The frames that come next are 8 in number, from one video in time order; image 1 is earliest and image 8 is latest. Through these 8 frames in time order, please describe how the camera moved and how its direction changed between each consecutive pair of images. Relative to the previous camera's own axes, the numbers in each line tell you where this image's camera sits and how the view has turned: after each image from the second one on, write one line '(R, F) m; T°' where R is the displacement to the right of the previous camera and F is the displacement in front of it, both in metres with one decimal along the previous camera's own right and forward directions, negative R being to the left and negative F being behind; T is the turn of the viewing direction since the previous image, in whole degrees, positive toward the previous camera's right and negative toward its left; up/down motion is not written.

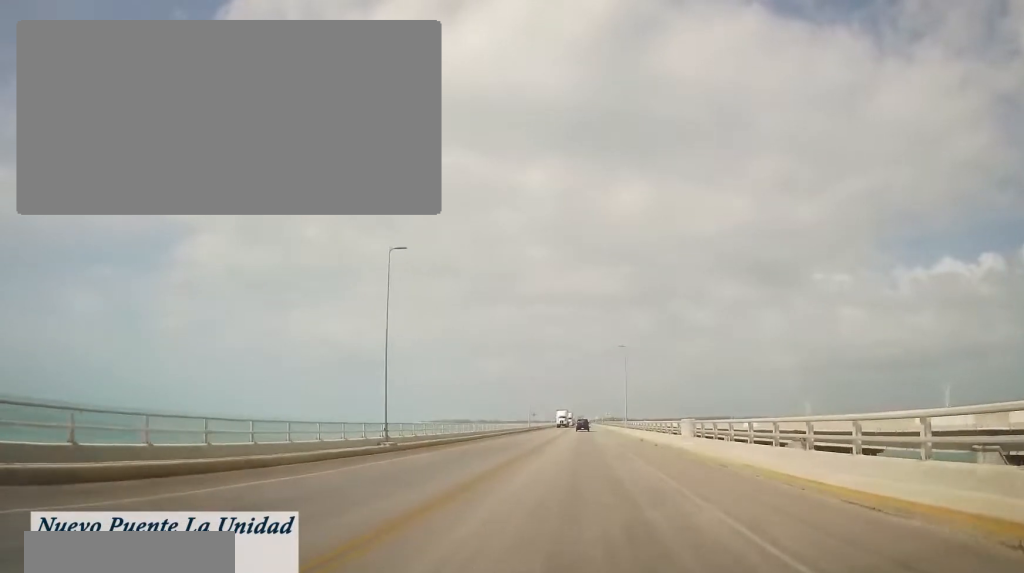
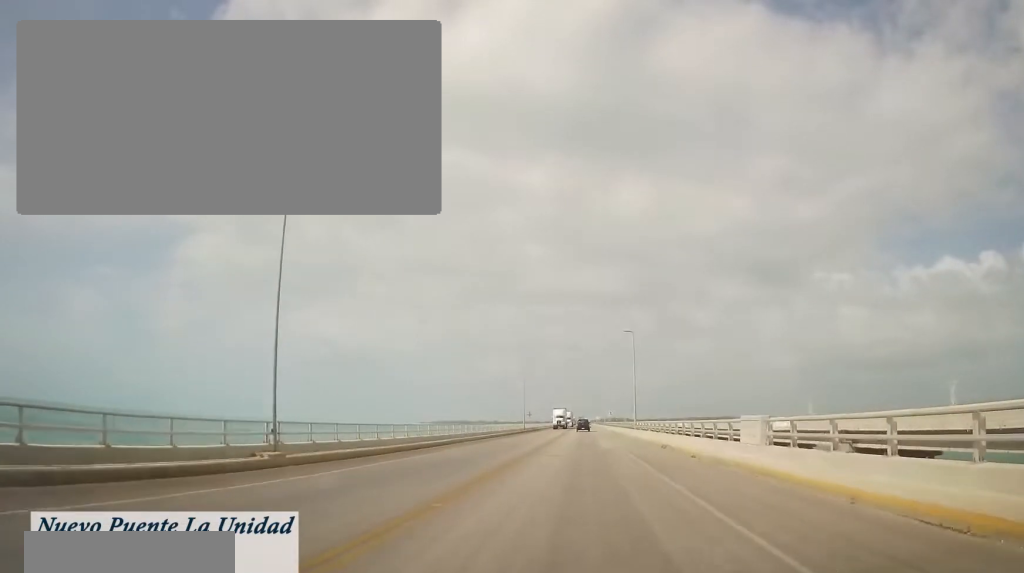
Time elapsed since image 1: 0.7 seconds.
(-0.4, +11.2) m; -2°
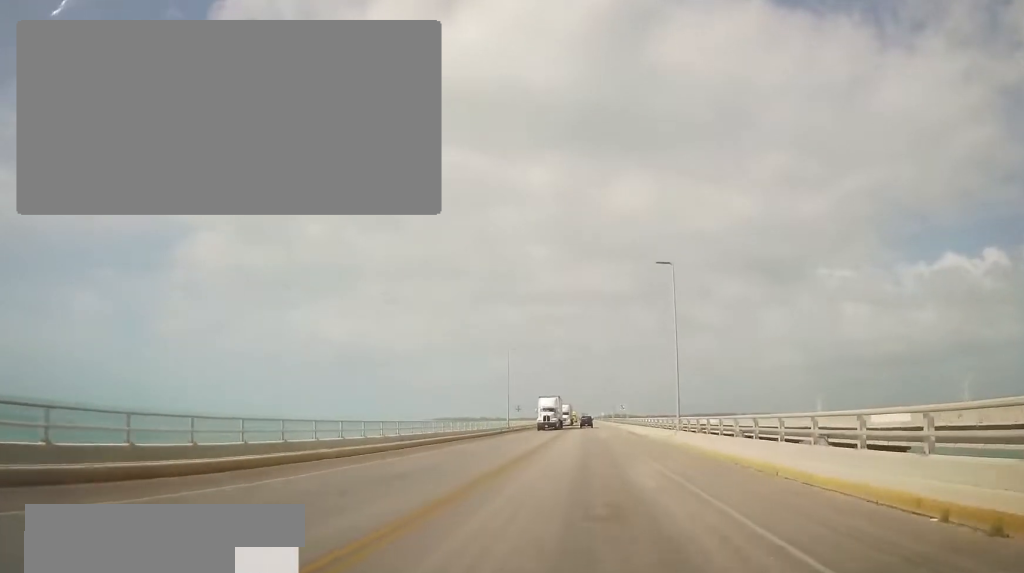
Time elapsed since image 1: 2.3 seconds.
(0.0, +24.4) m; -1°
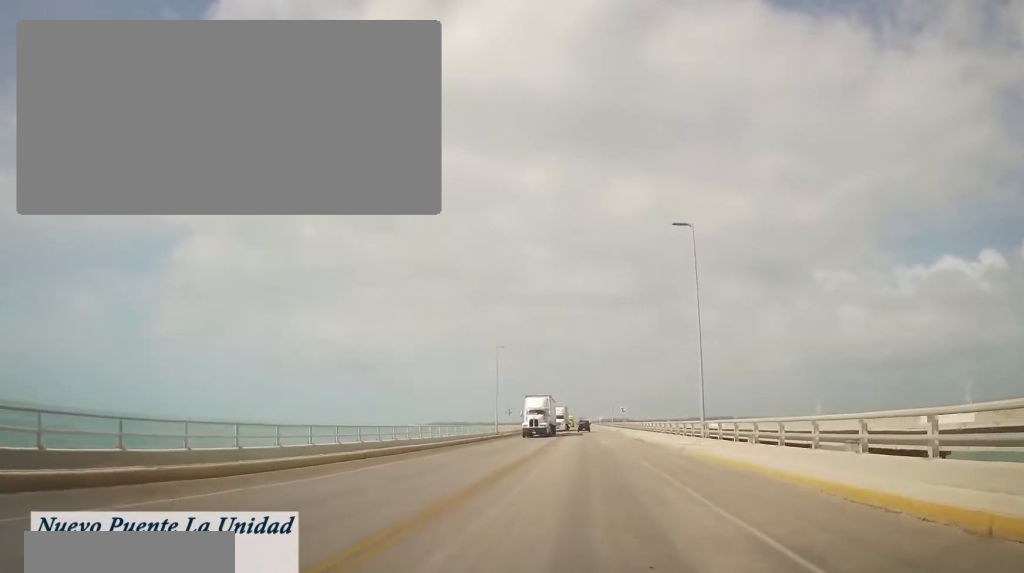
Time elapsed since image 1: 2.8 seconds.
(+0.1, +7.5) m; -1°
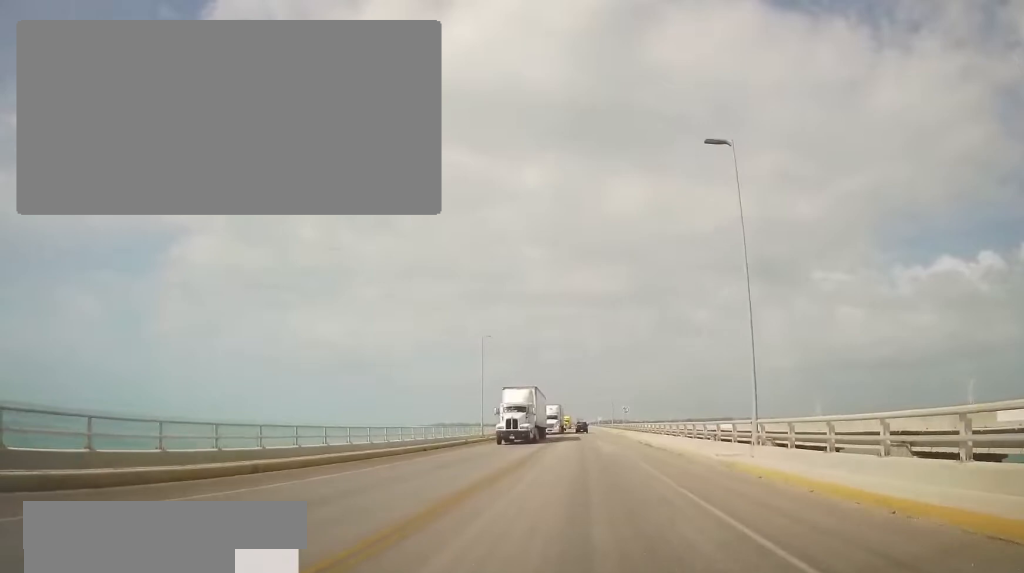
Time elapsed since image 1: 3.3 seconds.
(-0.2, +8.3) m; +1°
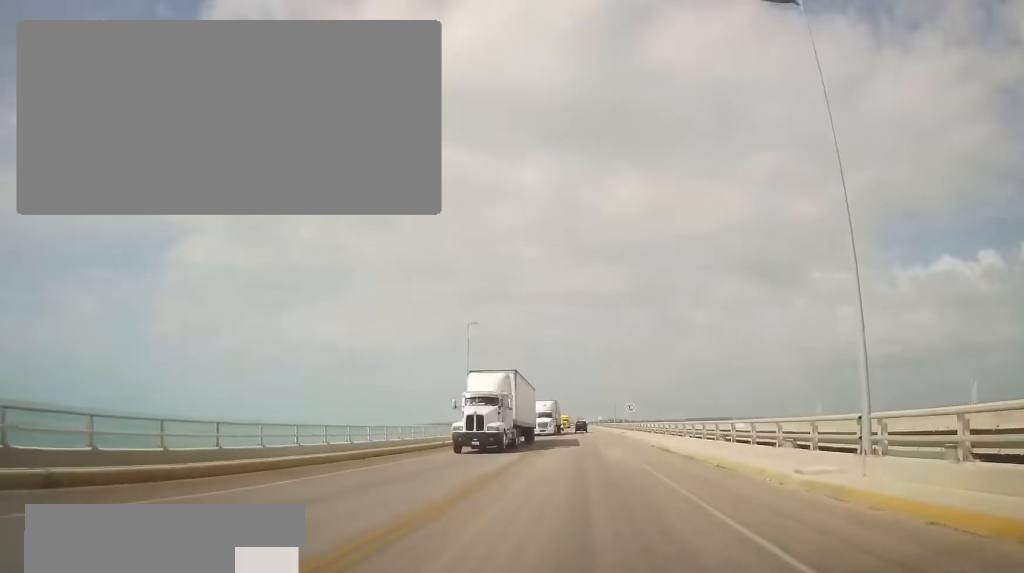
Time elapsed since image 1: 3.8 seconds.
(-0.2, +7.2) m; +1°
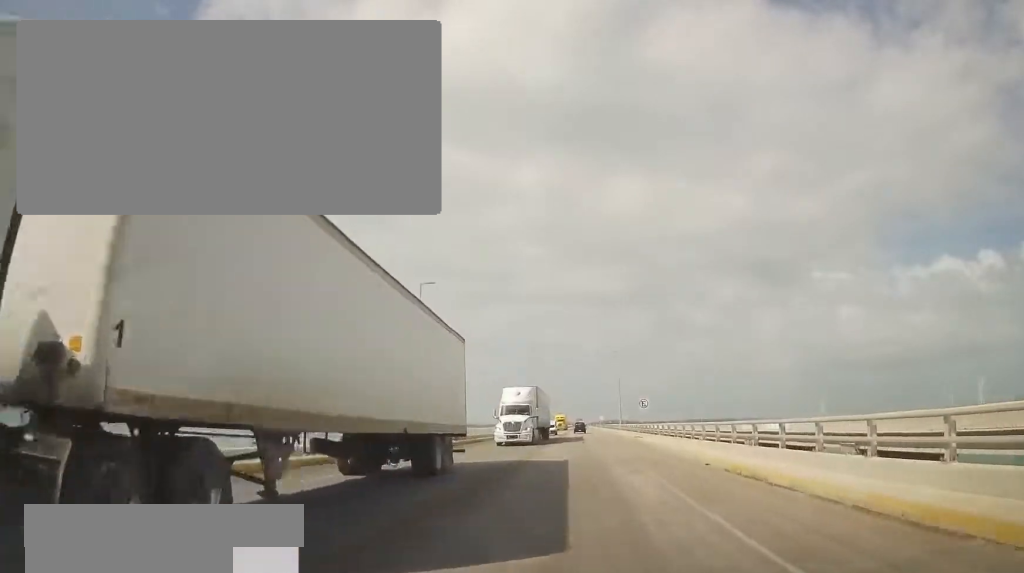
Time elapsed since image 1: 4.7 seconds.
(+0.8, +14.9) m; +2°
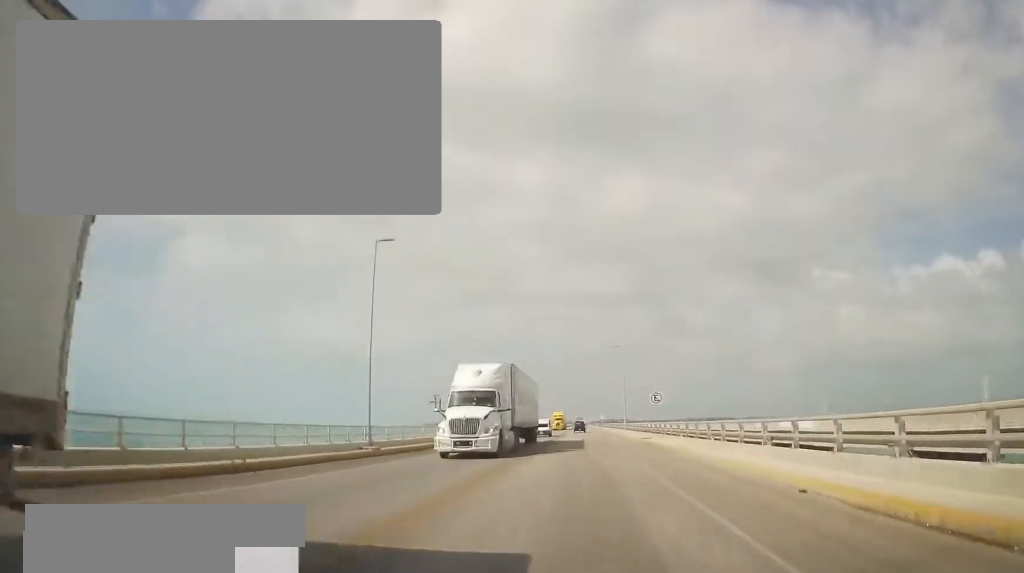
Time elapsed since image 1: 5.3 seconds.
(-0.2, +8.3) m; 0°
